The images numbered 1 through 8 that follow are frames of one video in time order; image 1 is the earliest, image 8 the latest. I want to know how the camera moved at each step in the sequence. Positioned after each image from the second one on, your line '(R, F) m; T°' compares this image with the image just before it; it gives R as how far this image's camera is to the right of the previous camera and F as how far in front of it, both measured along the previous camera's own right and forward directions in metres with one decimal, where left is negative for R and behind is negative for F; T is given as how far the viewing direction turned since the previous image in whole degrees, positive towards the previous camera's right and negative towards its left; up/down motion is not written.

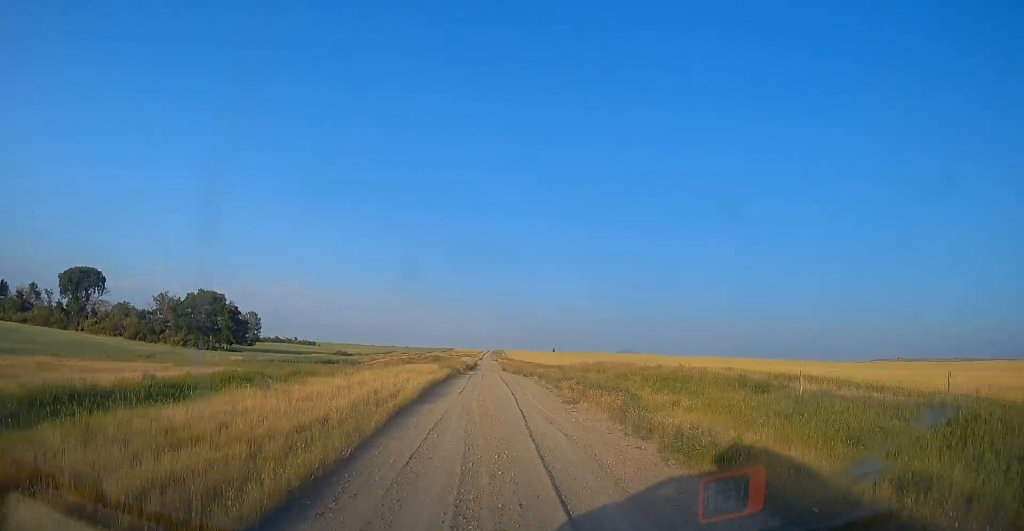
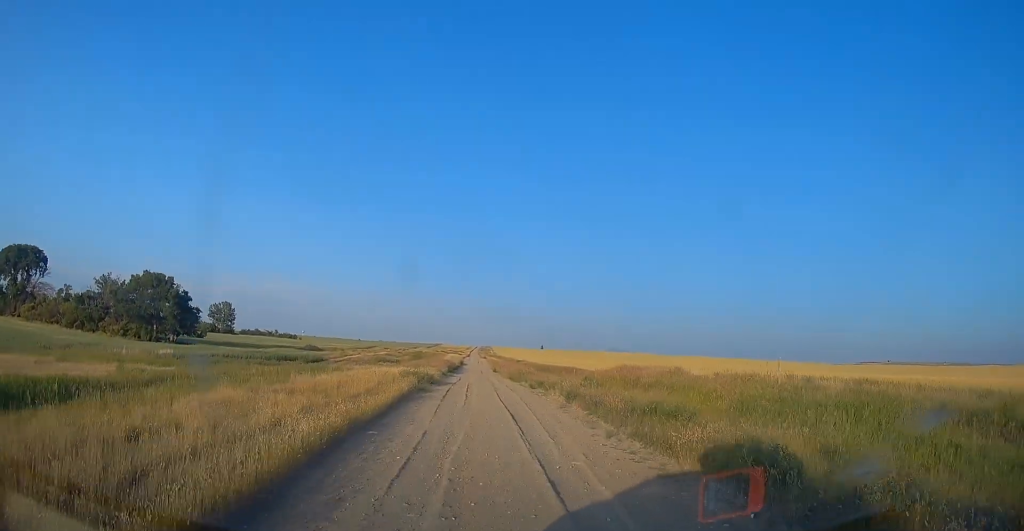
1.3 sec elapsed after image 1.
(0.0, +14.6) m; 0°
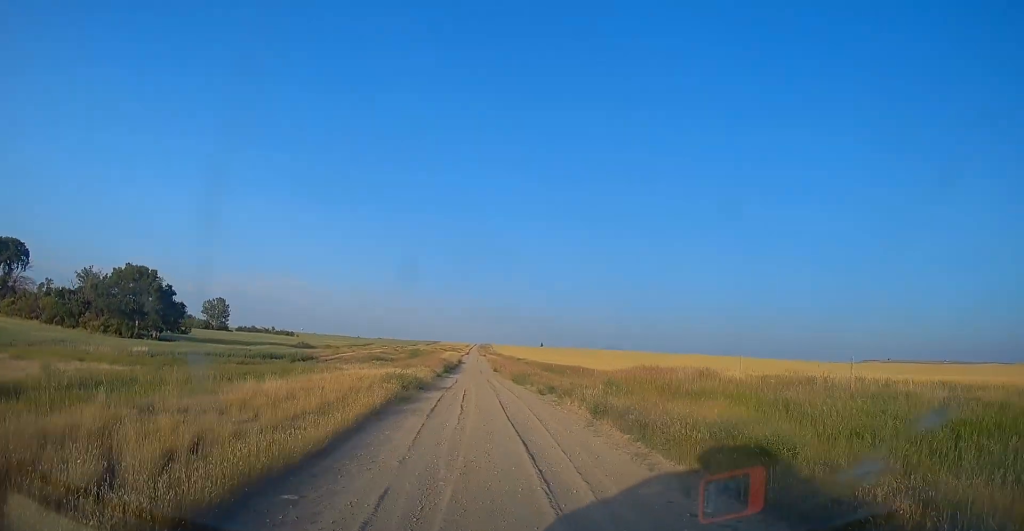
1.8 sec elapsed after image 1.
(0.0, +4.7) m; 0°
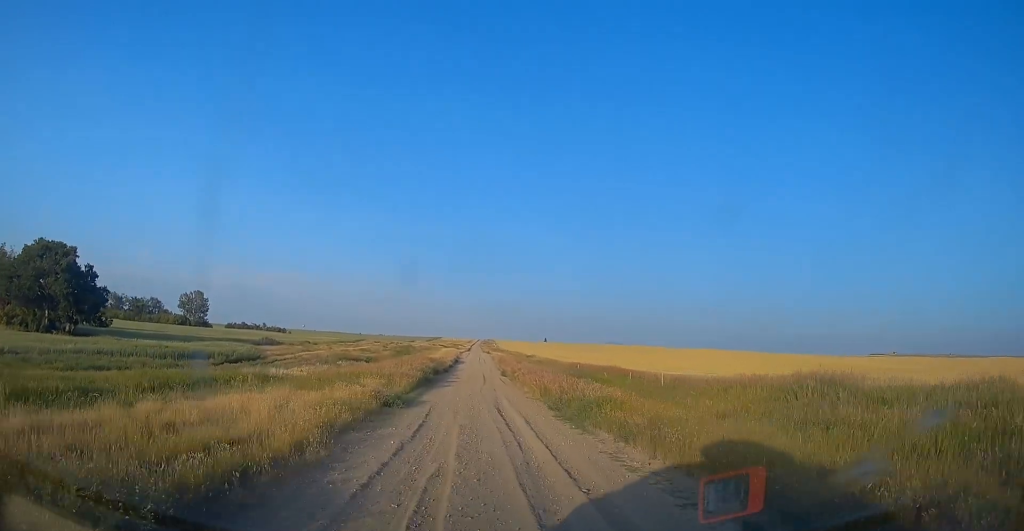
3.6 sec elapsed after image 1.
(+0.7, +19.5) m; +2°
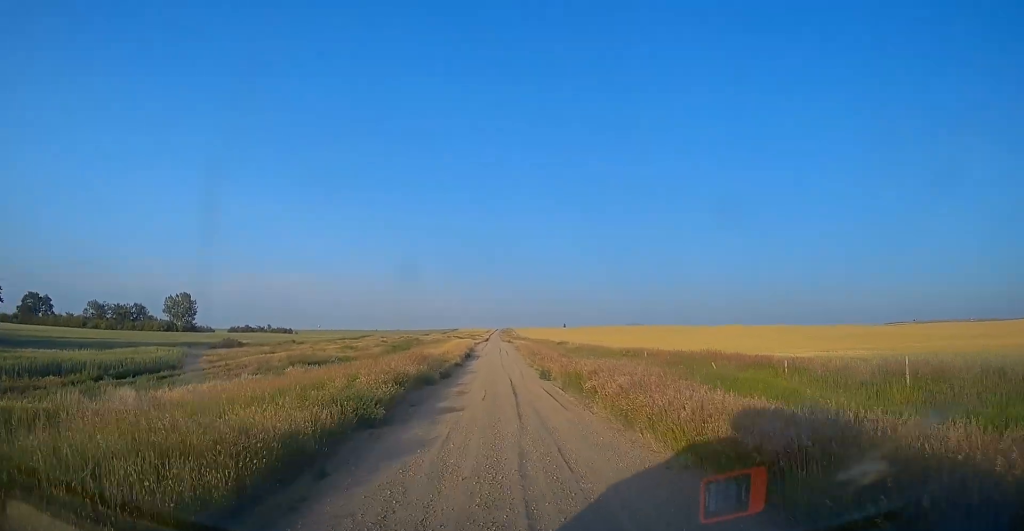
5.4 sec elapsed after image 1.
(-0.7, +20.0) m; -2°
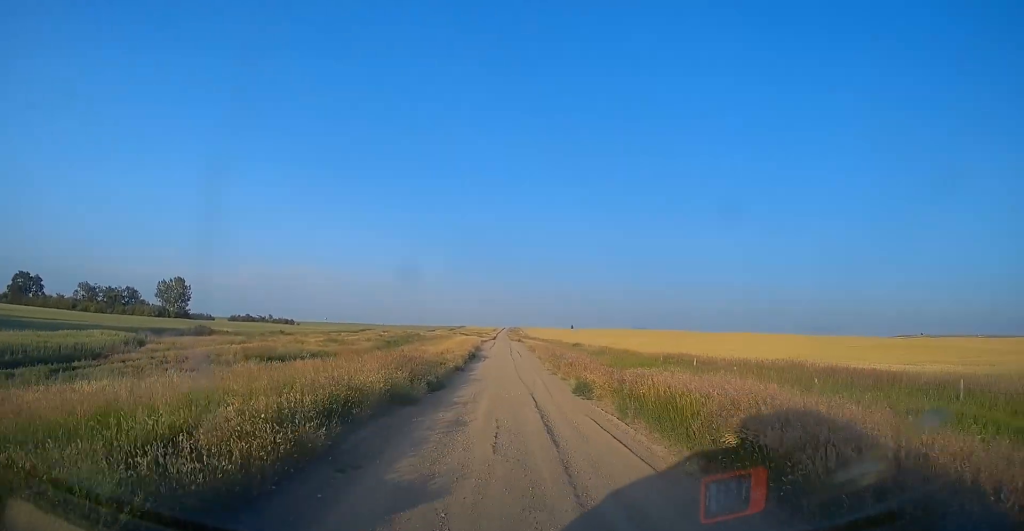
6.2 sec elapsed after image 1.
(0.0, +9.0) m; 0°
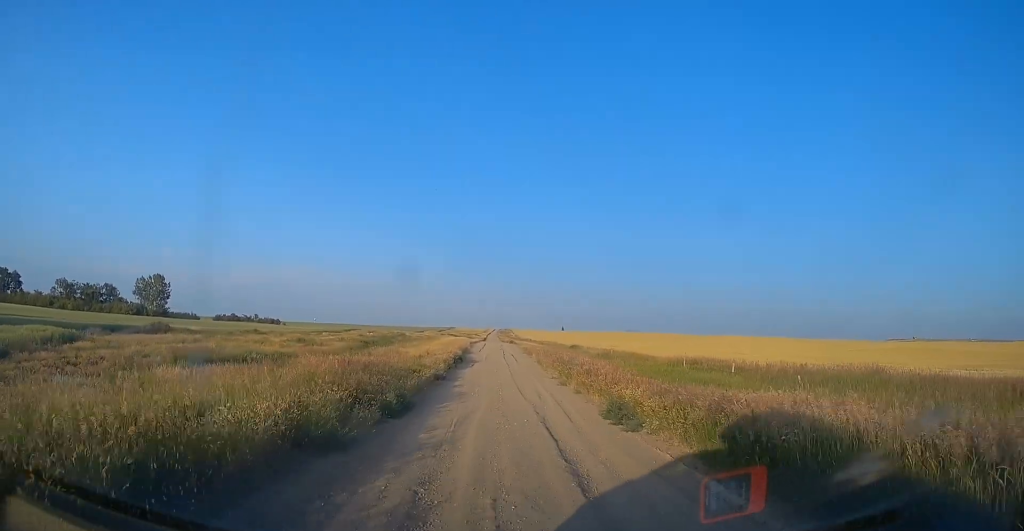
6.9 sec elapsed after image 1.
(0.0, +6.8) m; 0°
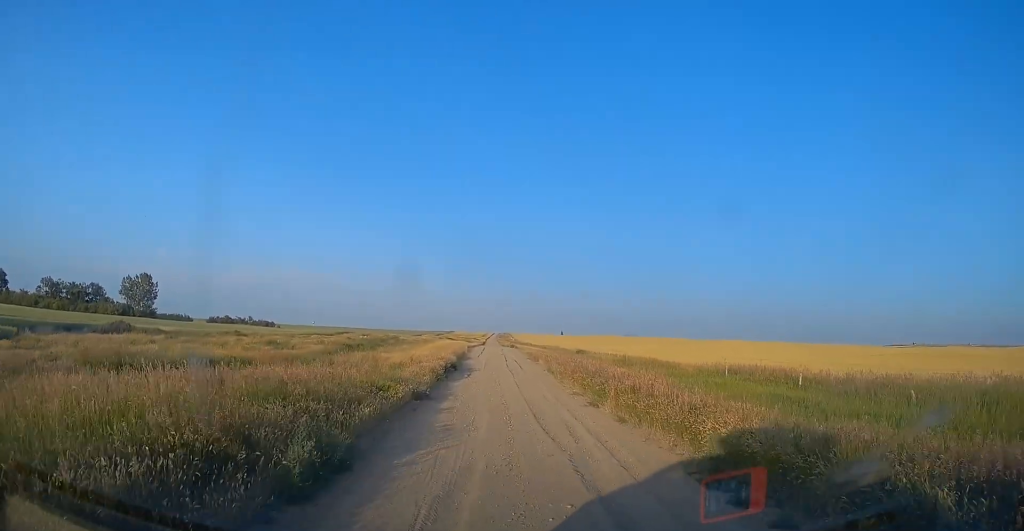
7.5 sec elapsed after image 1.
(0.0, +6.3) m; 0°
